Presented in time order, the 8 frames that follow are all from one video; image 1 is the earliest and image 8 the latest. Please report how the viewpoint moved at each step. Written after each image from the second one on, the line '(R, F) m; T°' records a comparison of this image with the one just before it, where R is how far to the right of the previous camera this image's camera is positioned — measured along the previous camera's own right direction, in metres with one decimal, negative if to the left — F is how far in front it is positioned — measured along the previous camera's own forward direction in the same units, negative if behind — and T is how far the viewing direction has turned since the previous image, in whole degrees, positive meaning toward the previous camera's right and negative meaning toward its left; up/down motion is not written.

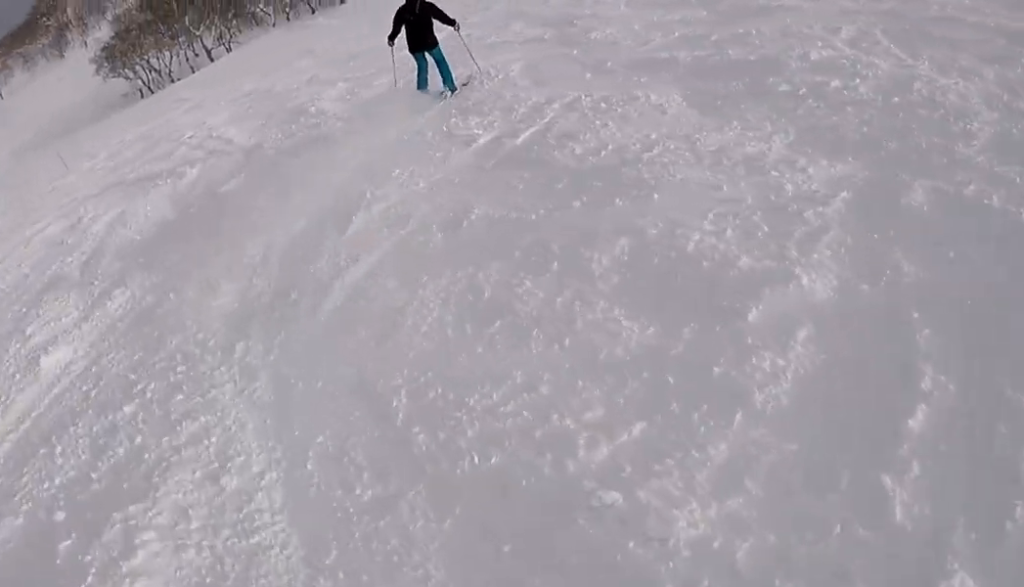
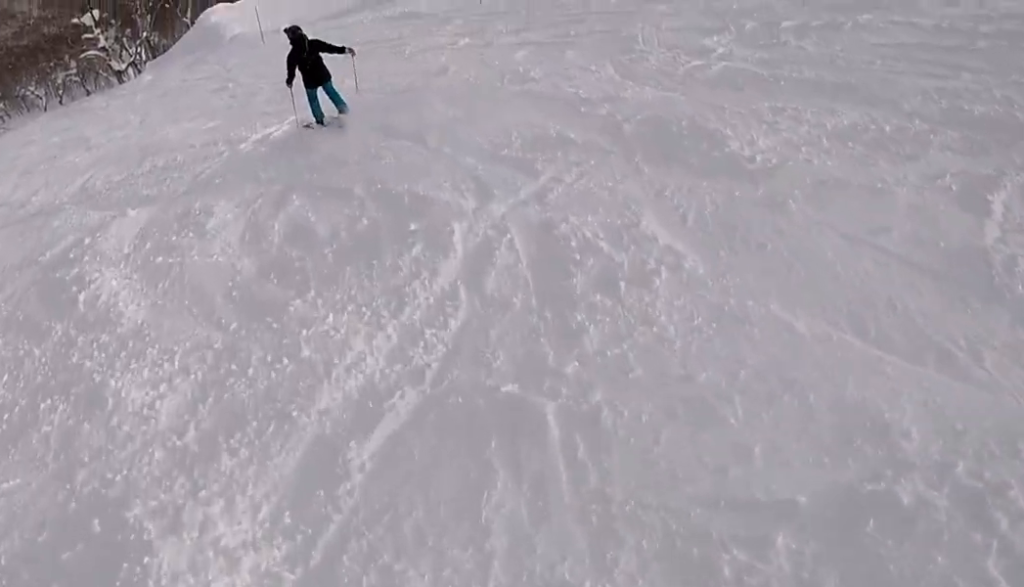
(+0.2, +6.9) m; +18°
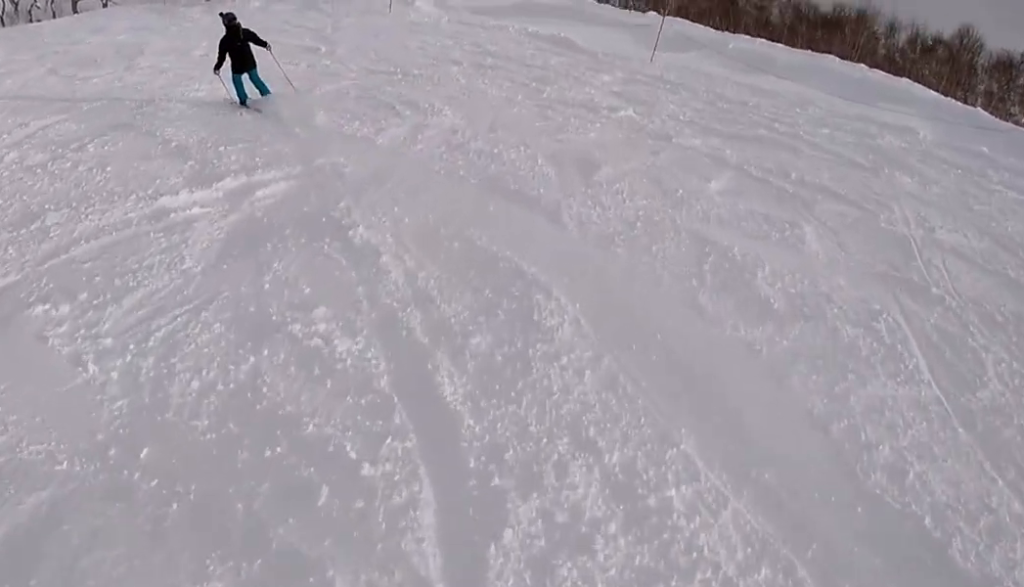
(+1.1, +4.9) m; +23°
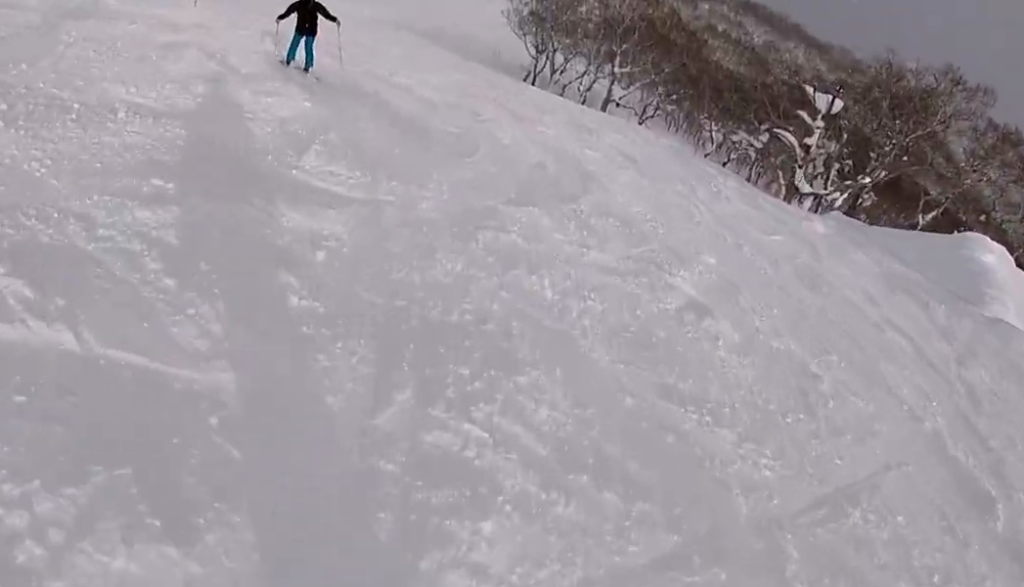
(+4.8, +12.1) m; +20°
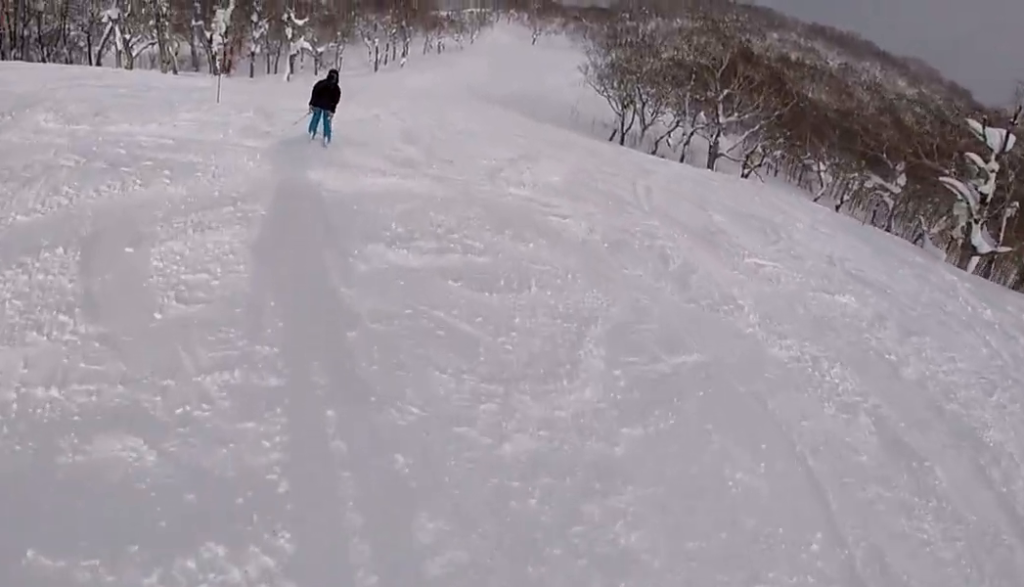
(-0.2, +5.8) m; -20°
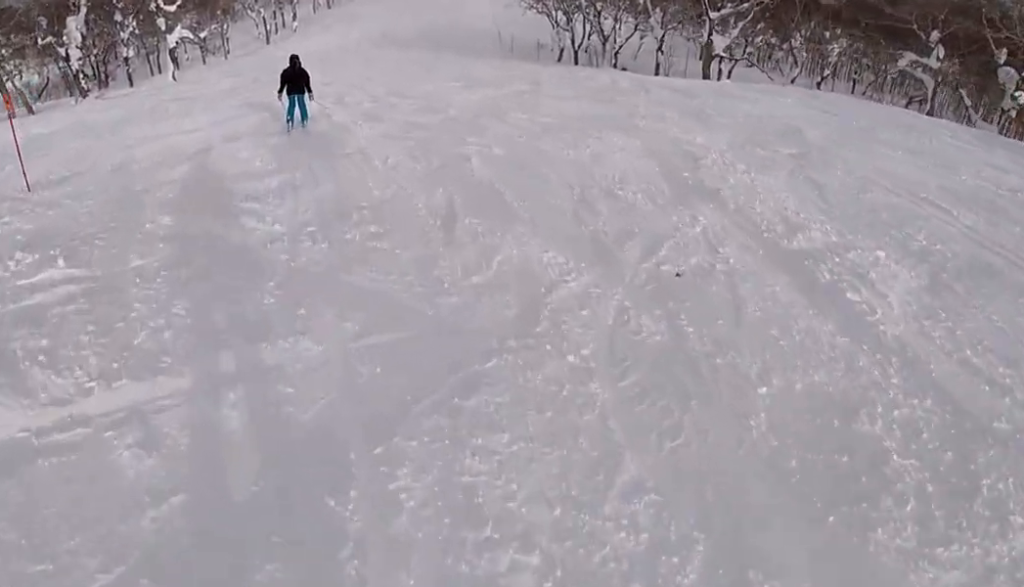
(-3.0, +8.7) m; -24°
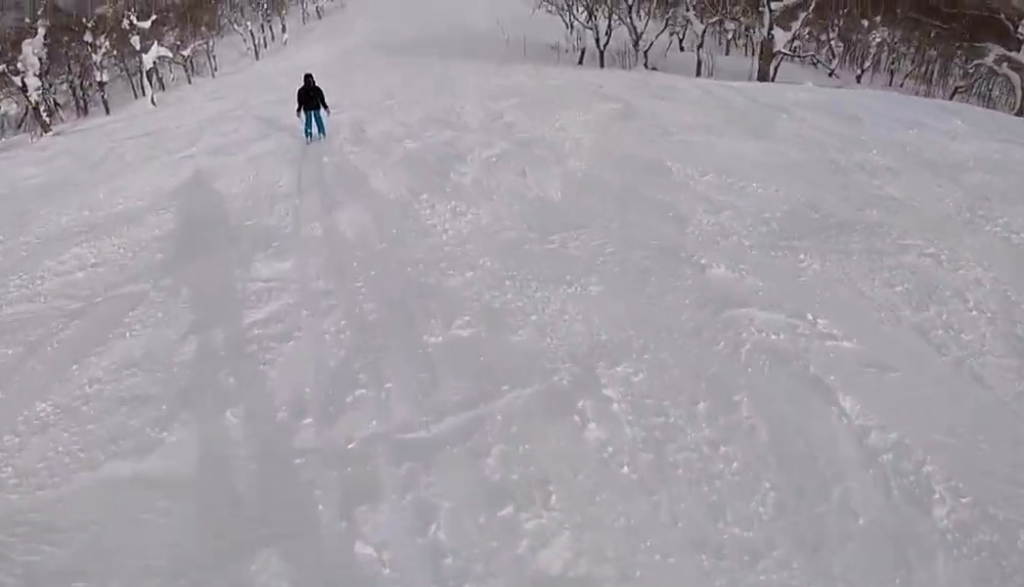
(0.0, +5.9) m; -7°
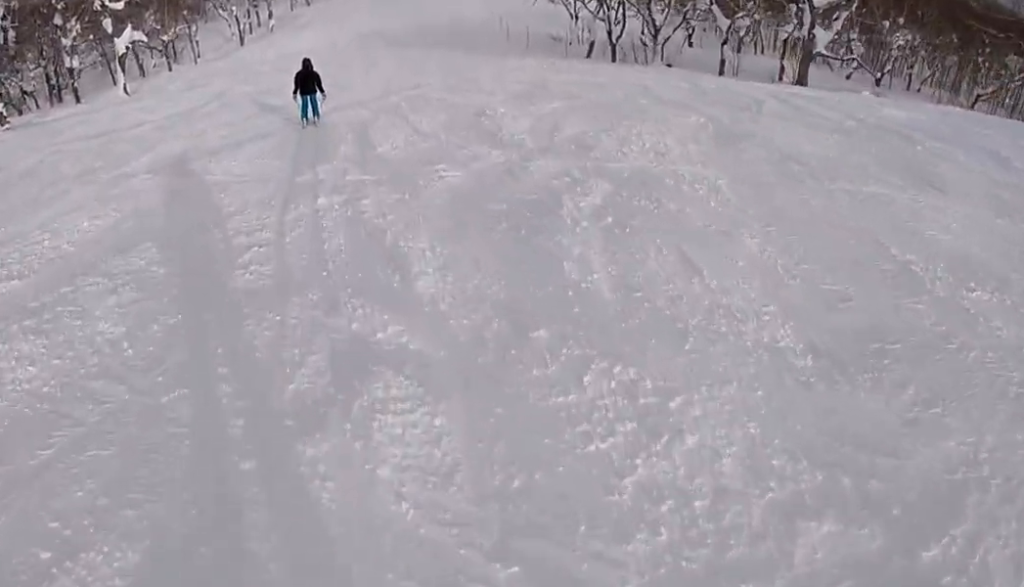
(-0.5, +3.8) m; -2°
